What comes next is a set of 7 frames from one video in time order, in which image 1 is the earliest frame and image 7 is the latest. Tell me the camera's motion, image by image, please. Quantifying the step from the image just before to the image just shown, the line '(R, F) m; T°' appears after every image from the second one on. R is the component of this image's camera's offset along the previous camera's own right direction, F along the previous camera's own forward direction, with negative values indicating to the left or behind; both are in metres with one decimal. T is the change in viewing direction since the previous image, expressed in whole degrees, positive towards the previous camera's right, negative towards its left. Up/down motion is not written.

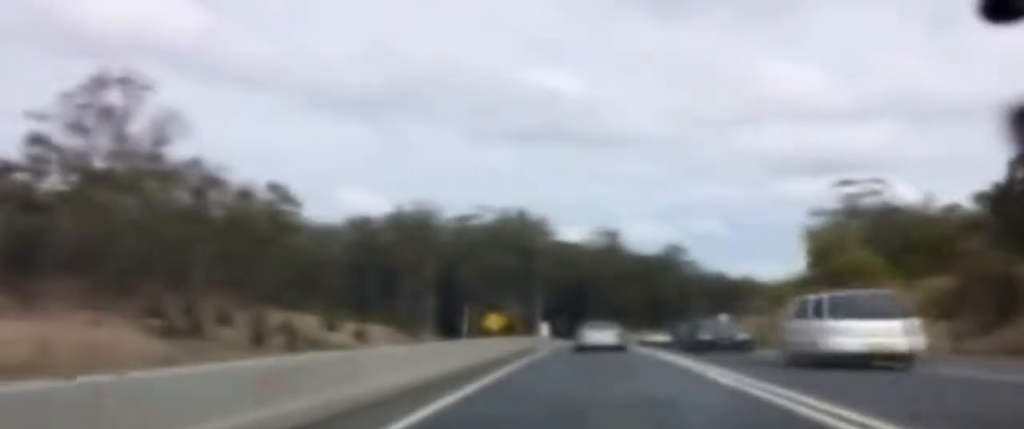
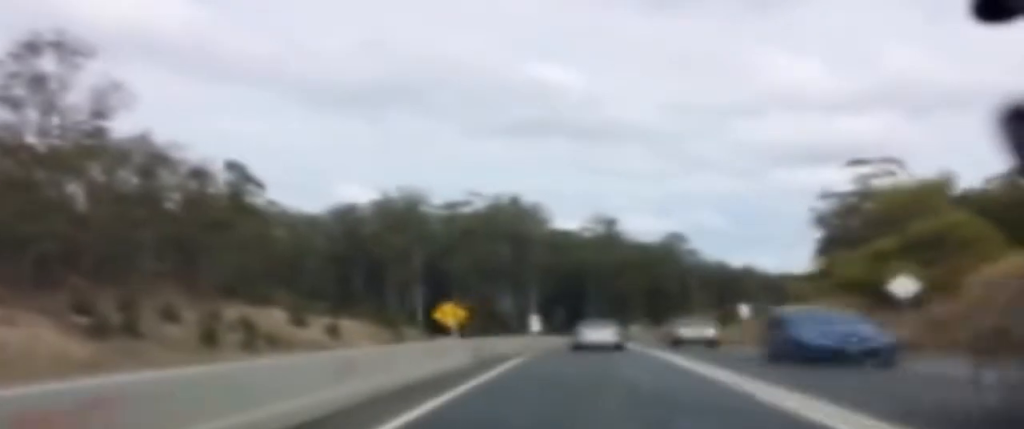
(-0.1, +15.5) m; -1°
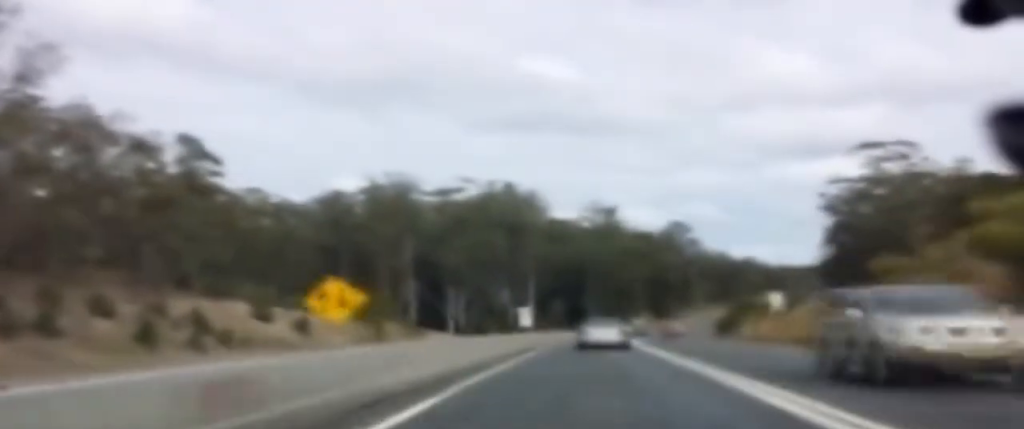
(-0.2, +16.3) m; +1°
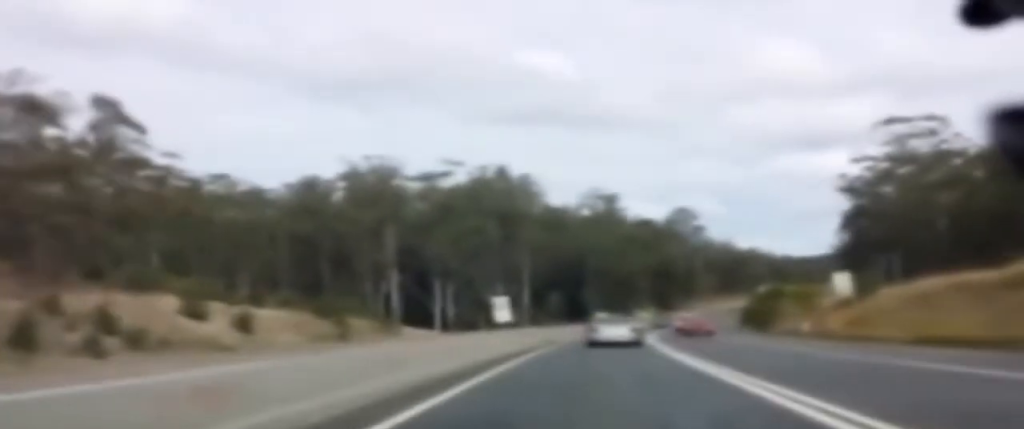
(+0.6, +18.9) m; +1°
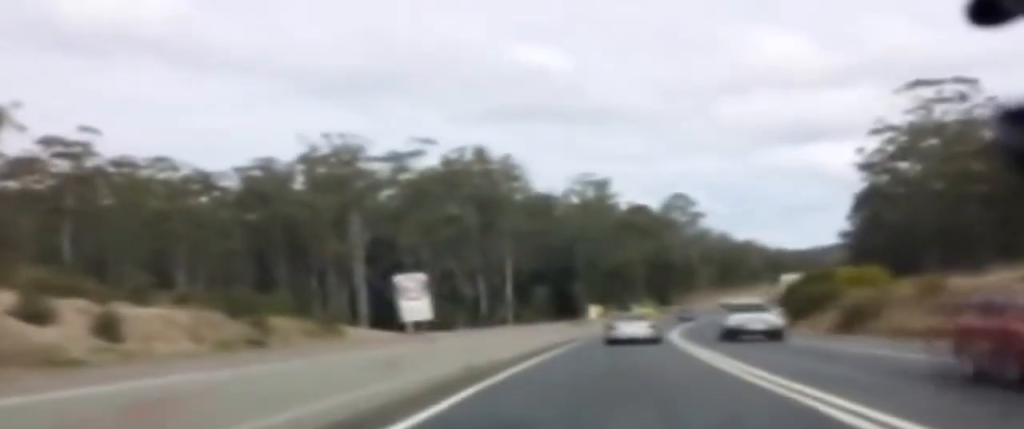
(-0.7, +26.0) m; -7°
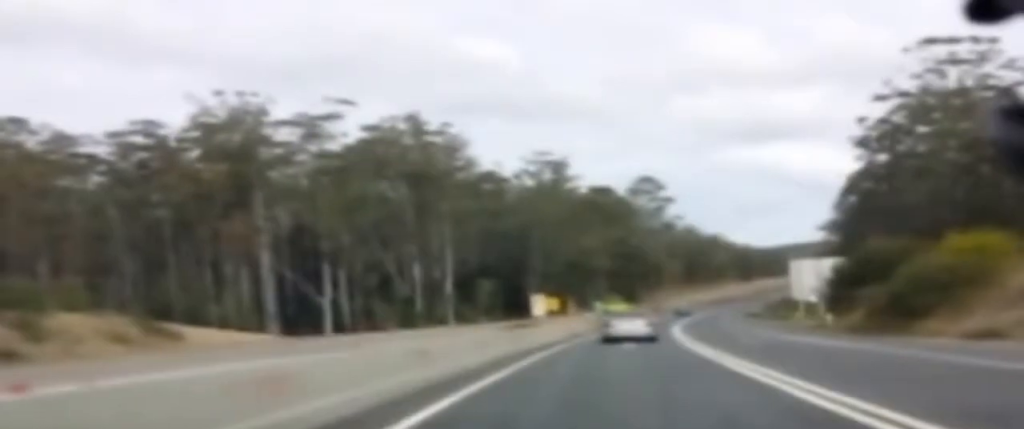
(-1.3, +28.2) m; +6°
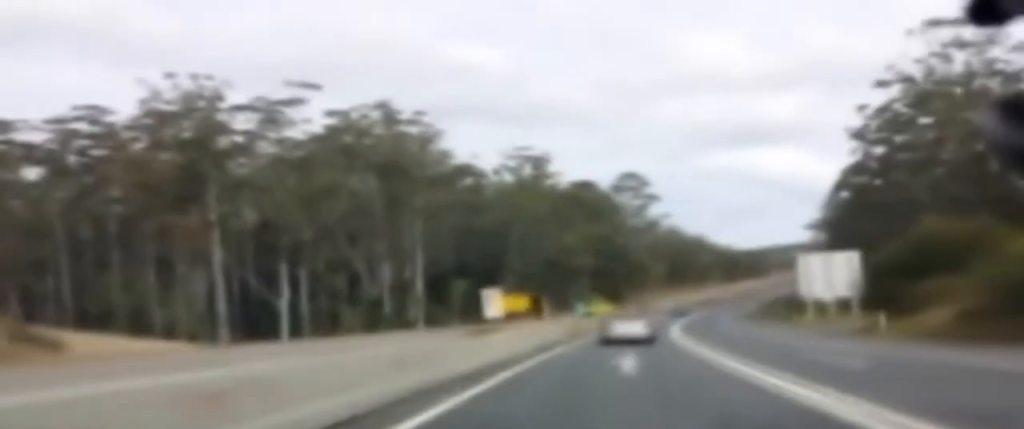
(+1.0, +12.4) m; +5°
